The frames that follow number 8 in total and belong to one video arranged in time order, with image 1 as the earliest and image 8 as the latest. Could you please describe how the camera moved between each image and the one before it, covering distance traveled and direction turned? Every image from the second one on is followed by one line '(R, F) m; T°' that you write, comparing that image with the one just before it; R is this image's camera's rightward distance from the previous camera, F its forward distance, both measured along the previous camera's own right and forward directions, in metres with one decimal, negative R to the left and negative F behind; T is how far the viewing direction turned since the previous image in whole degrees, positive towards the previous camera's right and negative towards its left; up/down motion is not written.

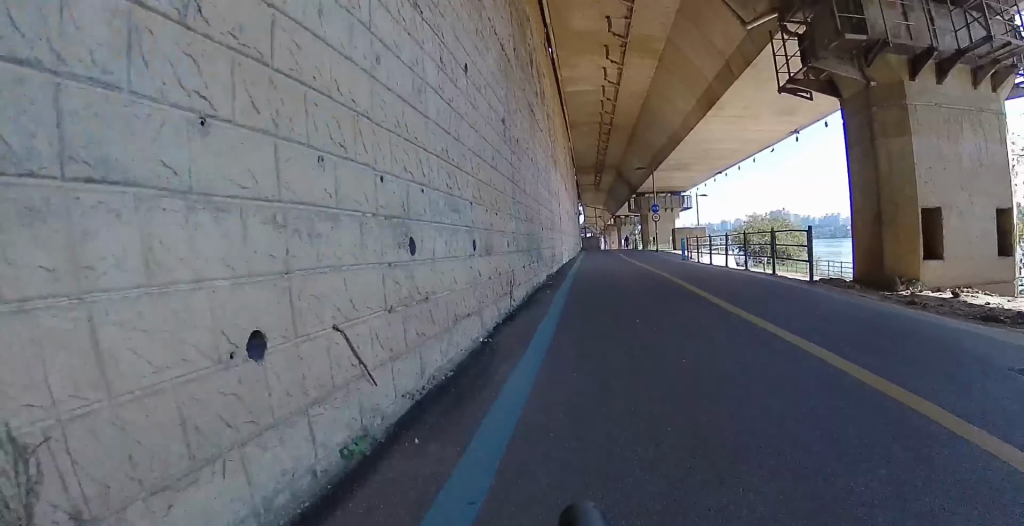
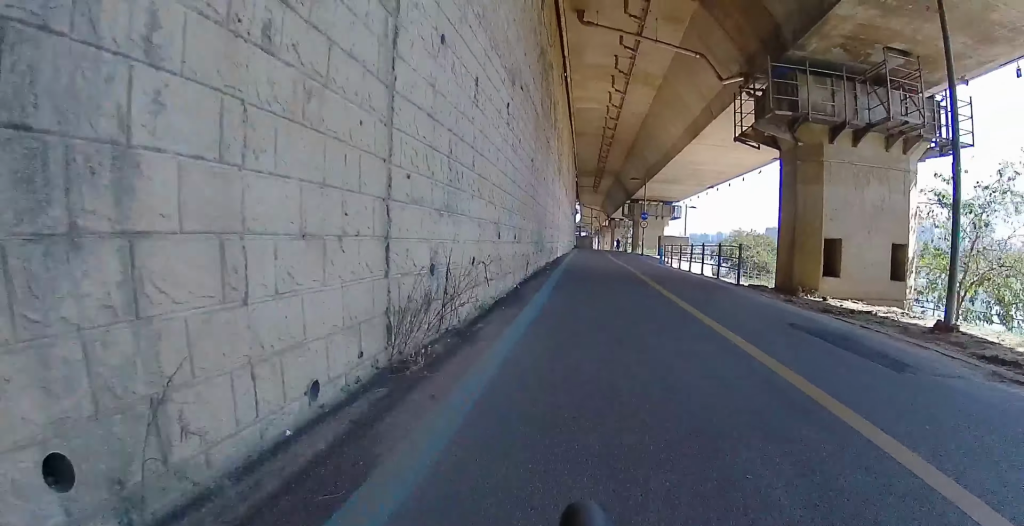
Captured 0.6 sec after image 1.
(0.0, +4.4) m; +1°
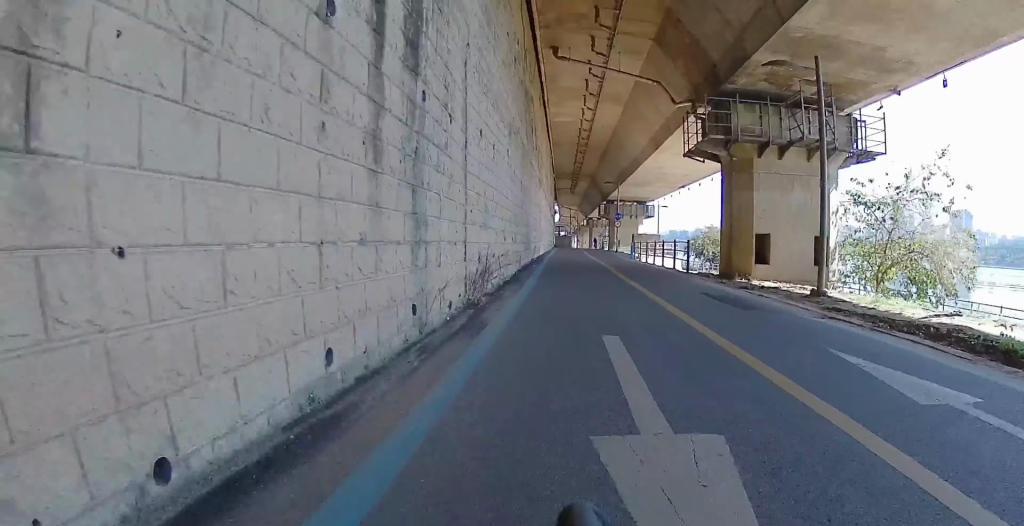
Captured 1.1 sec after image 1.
(0.0, +3.9) m; +1°
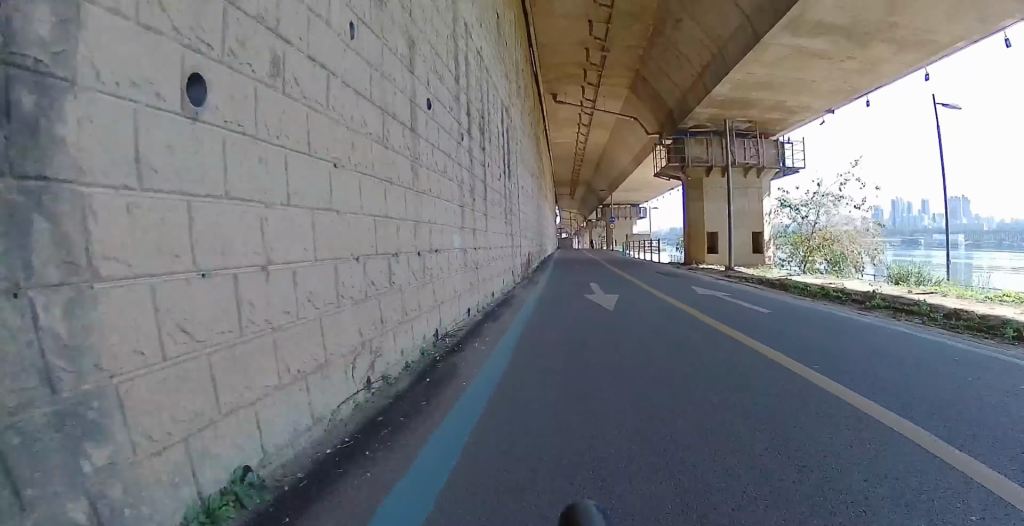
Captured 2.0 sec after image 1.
(+0.1, +7.1) m; +1°
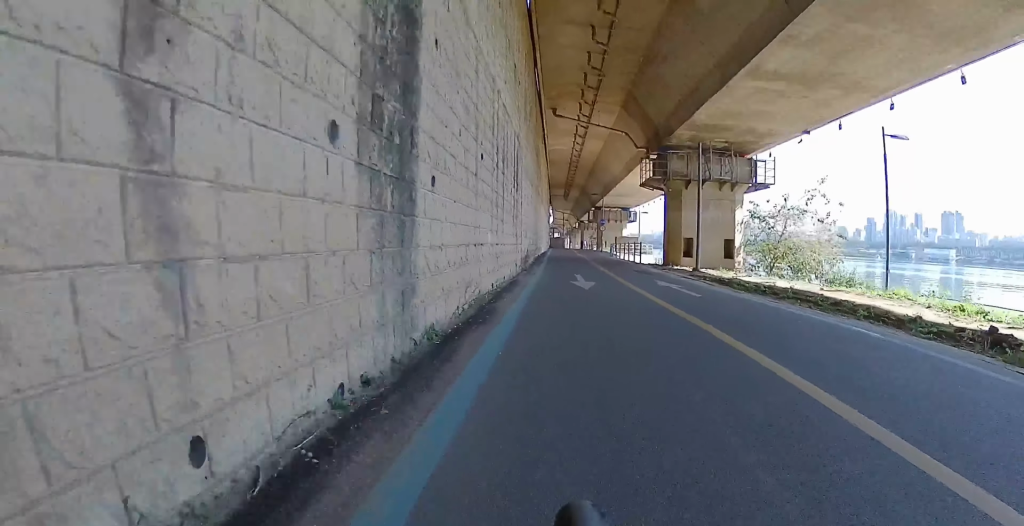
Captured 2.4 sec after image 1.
(+0.1, +3.3) m; 0°
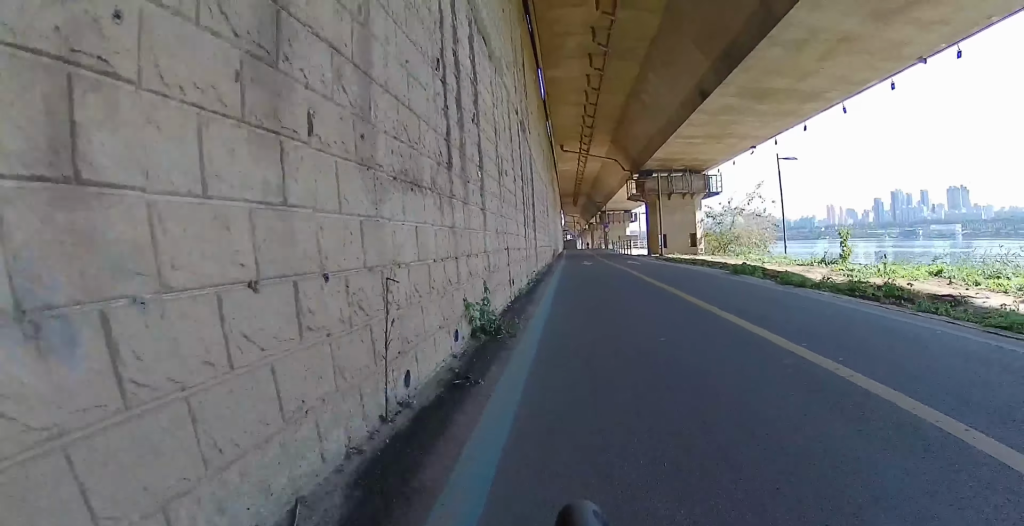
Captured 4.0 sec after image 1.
(-0.2, +12.2) m; -1°
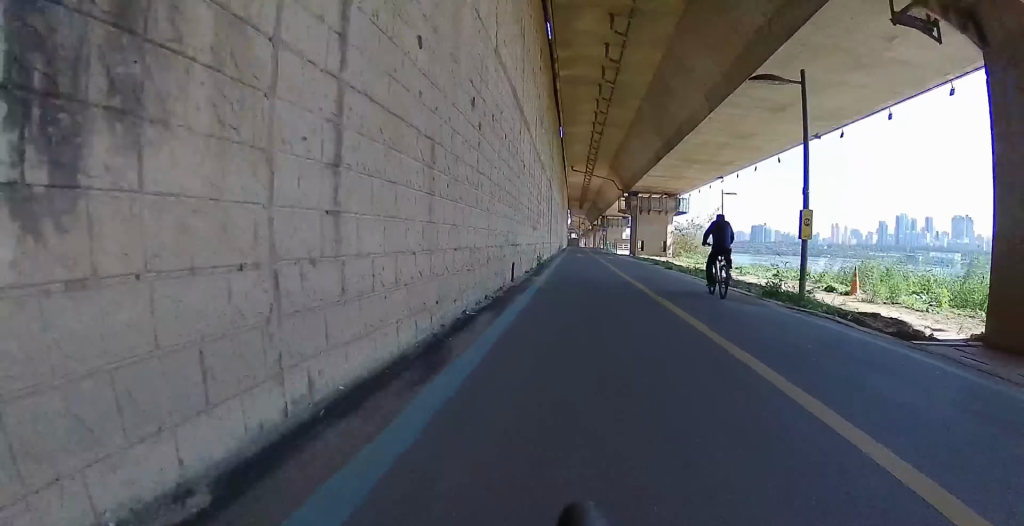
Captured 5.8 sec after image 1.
(+0.1, +13.7) m; +1°
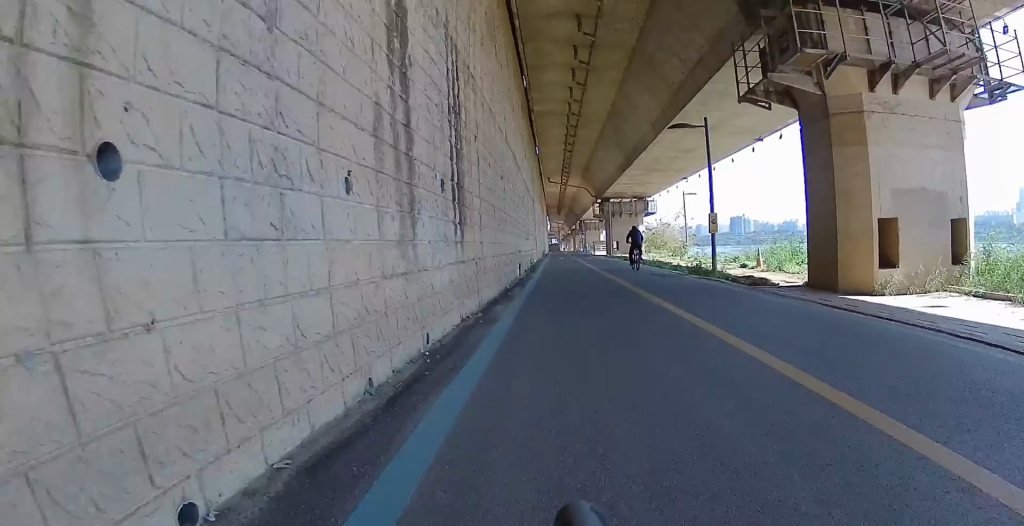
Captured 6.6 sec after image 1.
(0.0, +5.8) m; 0°
